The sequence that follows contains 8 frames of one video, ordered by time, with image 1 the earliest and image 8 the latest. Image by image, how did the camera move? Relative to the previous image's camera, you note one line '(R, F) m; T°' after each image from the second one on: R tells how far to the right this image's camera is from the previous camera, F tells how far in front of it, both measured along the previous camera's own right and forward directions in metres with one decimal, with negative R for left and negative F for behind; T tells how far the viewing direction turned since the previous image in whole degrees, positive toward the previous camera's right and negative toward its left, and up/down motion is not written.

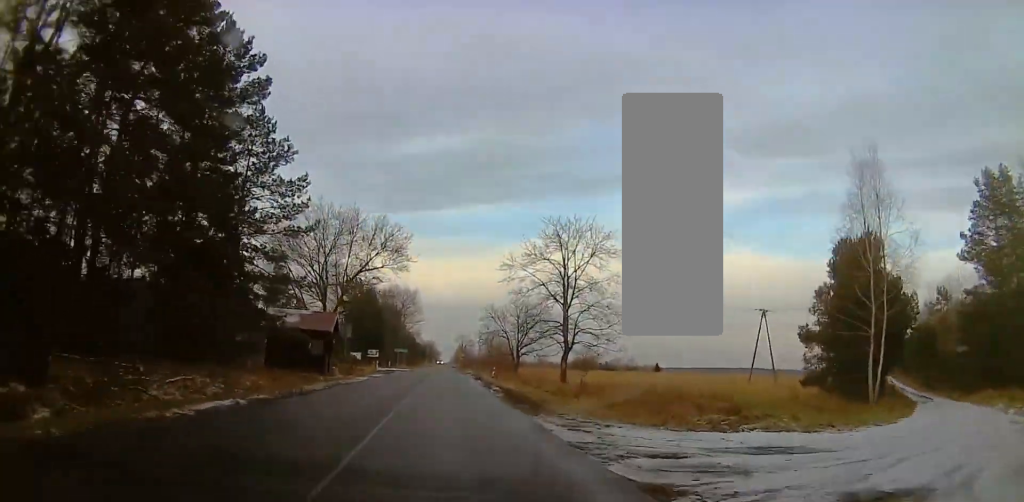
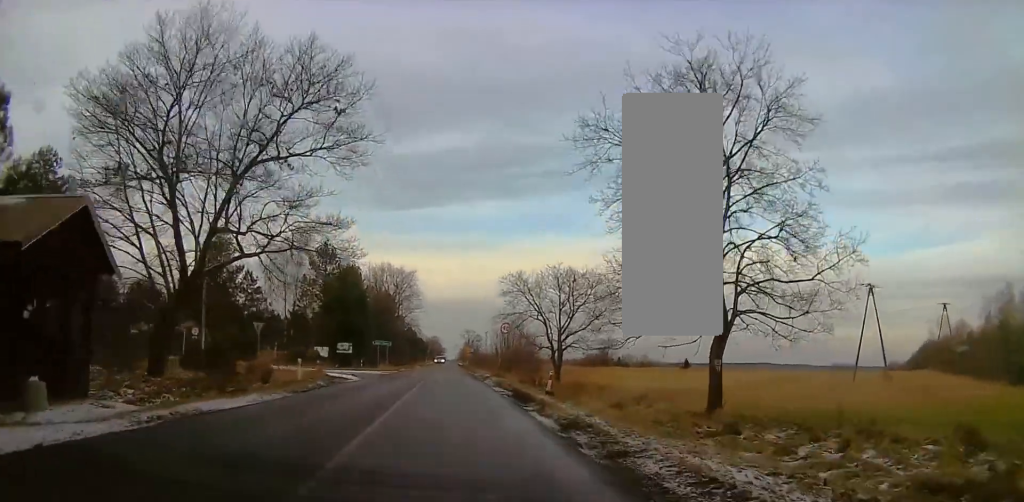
(-0.3, +28.7) m; -1°
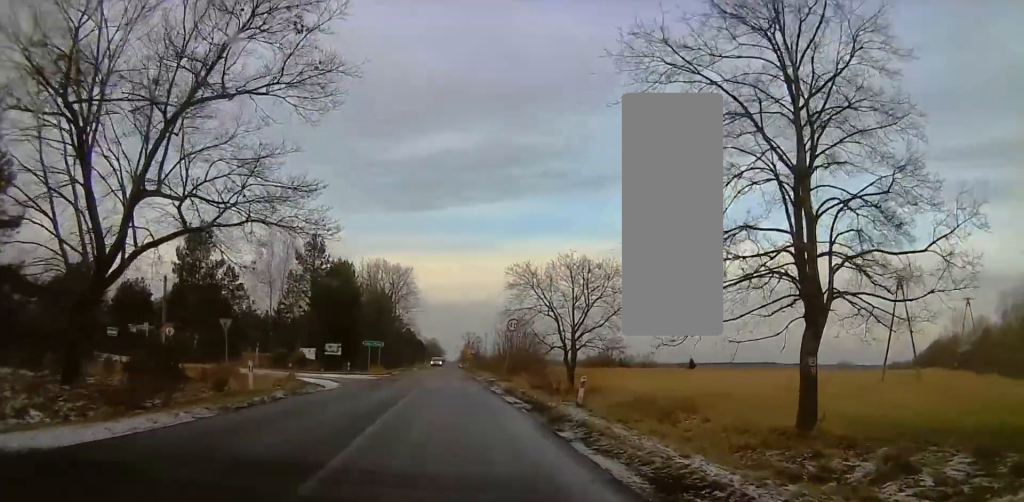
(0.0, +7.0) m; 0°
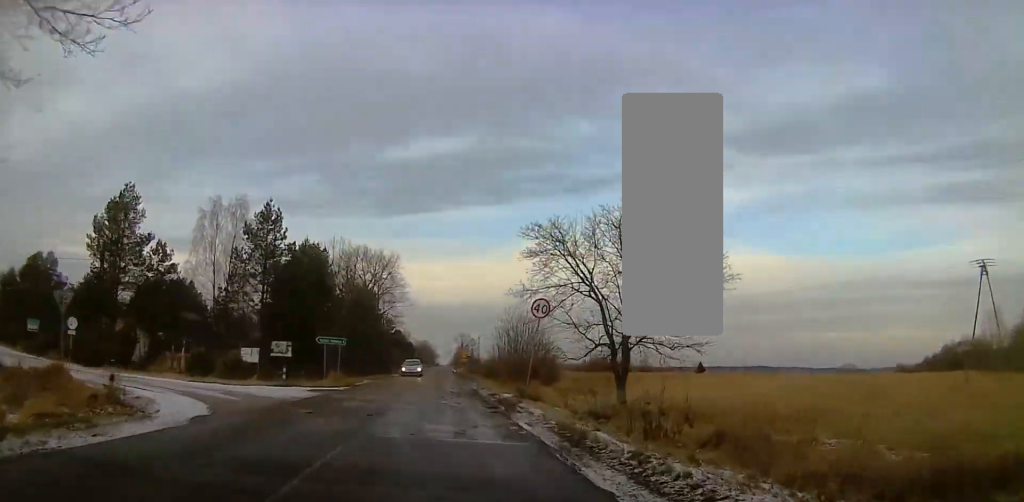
(0.0, +18.8) m; +1°
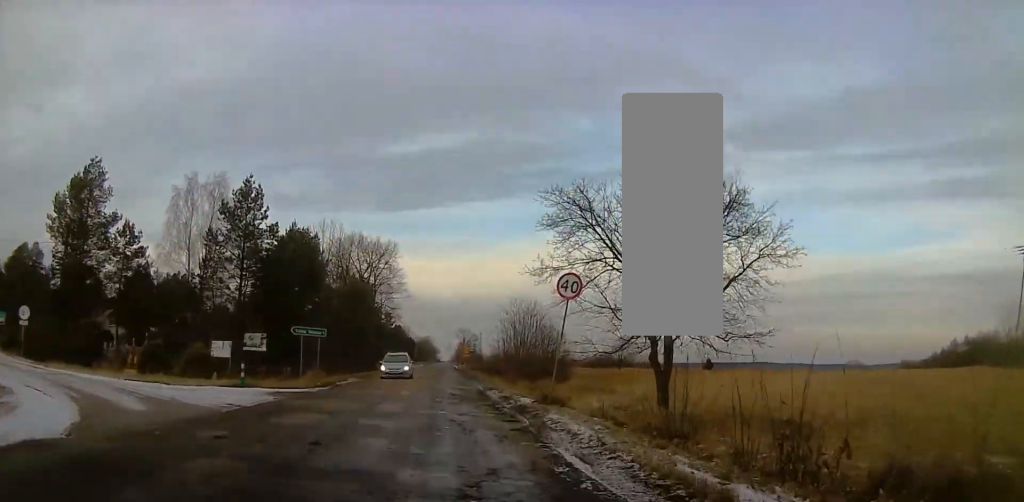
(+0.1, +7.0) m; 0°
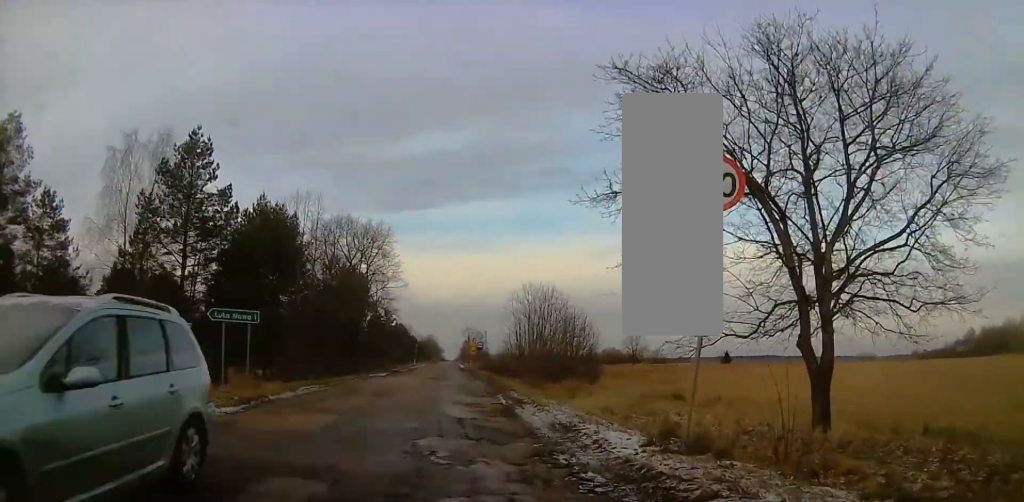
(+0.1, +13.7) m; 0°
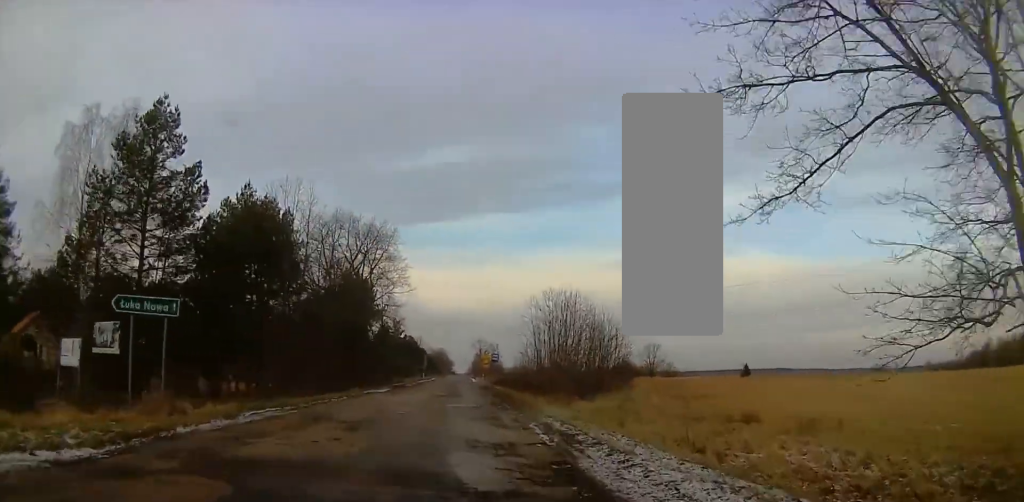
(0.0, +7.9) m; 0°
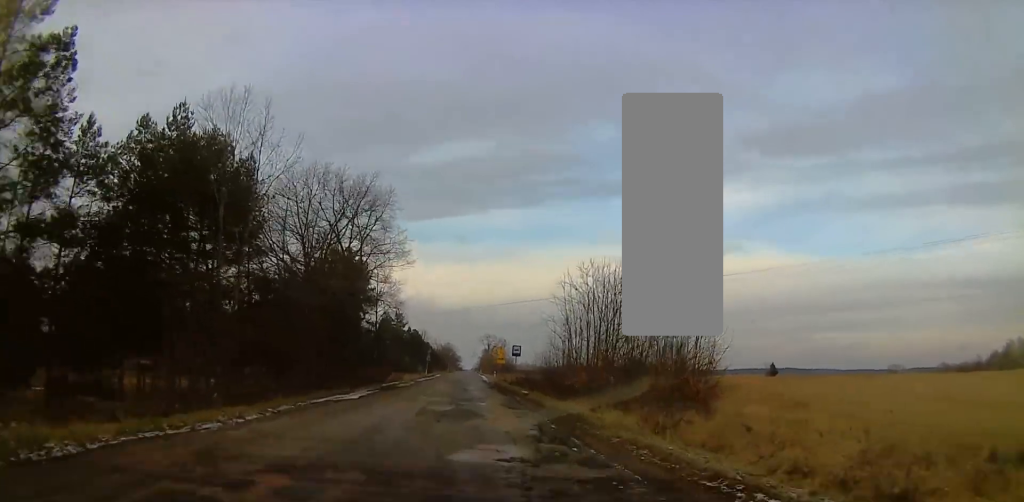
(-0.2, +15.4) m; -1°
